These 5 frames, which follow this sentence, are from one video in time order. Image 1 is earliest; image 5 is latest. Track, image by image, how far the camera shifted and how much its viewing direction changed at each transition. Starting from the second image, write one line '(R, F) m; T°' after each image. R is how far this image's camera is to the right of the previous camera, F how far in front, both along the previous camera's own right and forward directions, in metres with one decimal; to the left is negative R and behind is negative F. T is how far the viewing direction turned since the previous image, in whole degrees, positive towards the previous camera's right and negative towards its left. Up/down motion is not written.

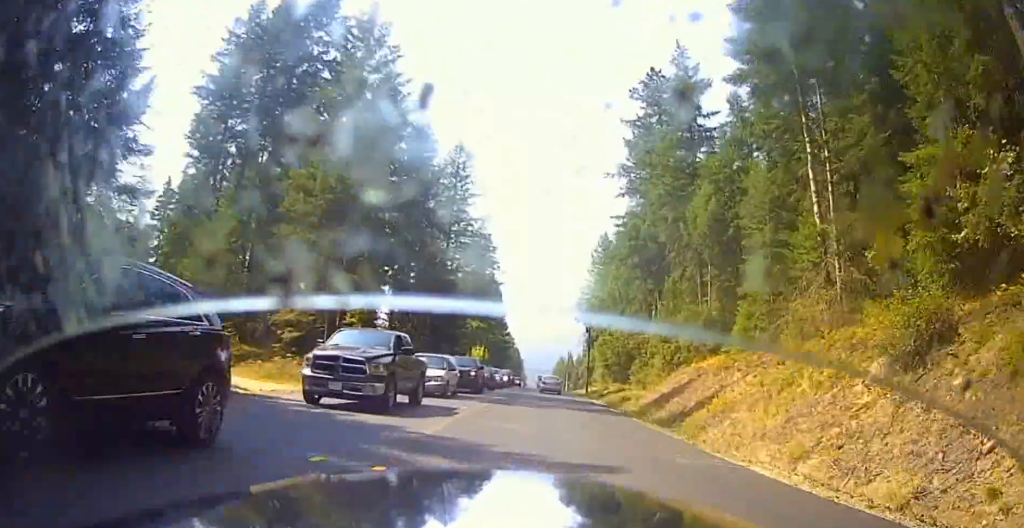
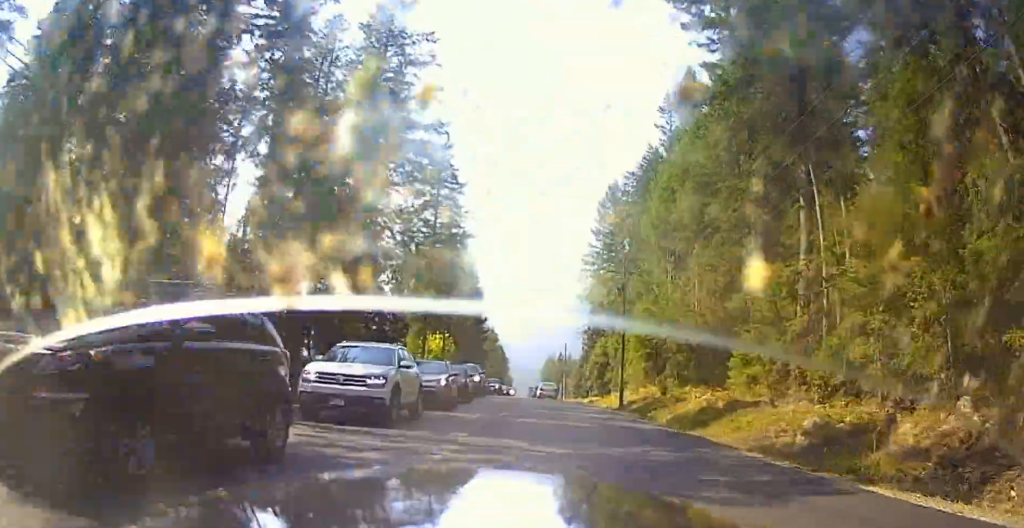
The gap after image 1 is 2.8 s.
(-0.2, +39.5) m; -4°
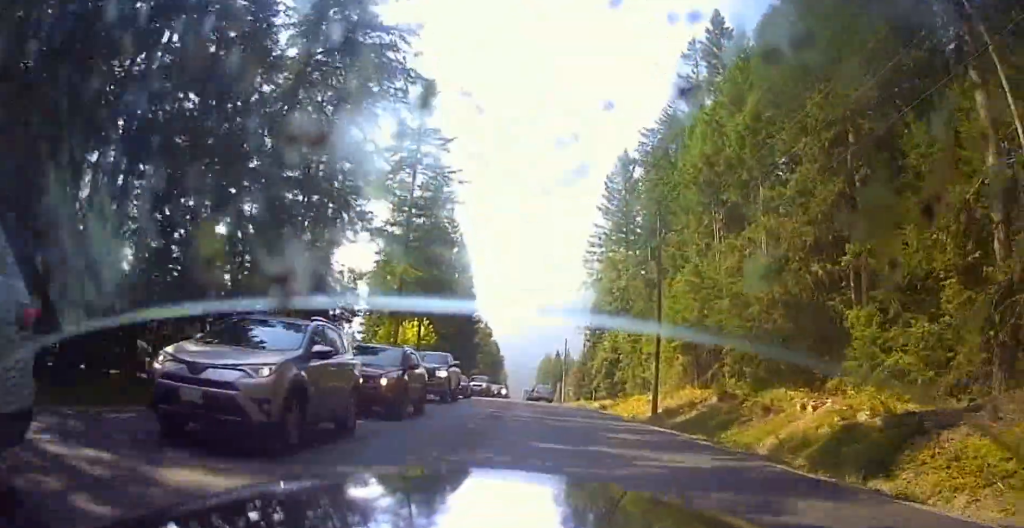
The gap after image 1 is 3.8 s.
(0.0, +14.0) m; 0°
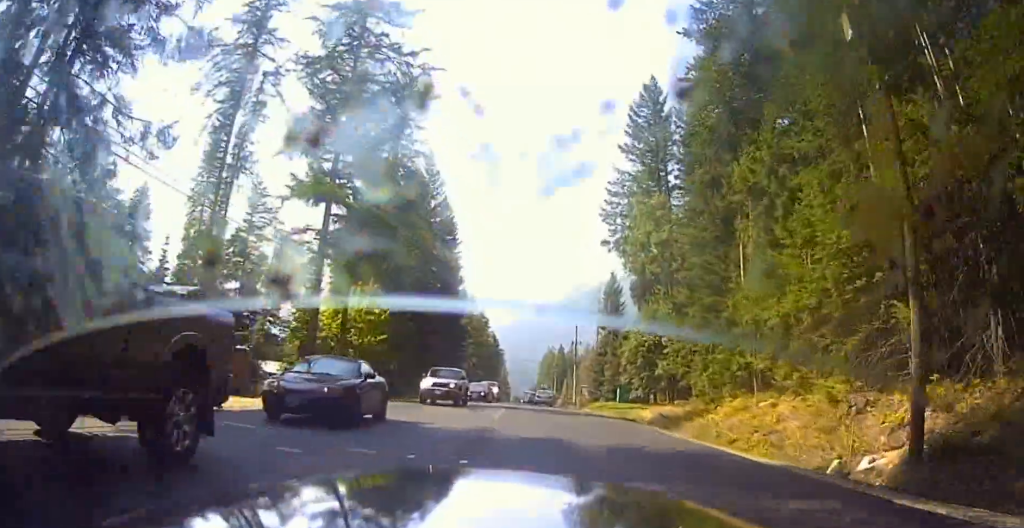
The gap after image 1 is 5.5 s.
(-0.4, +24.0) m; -3°
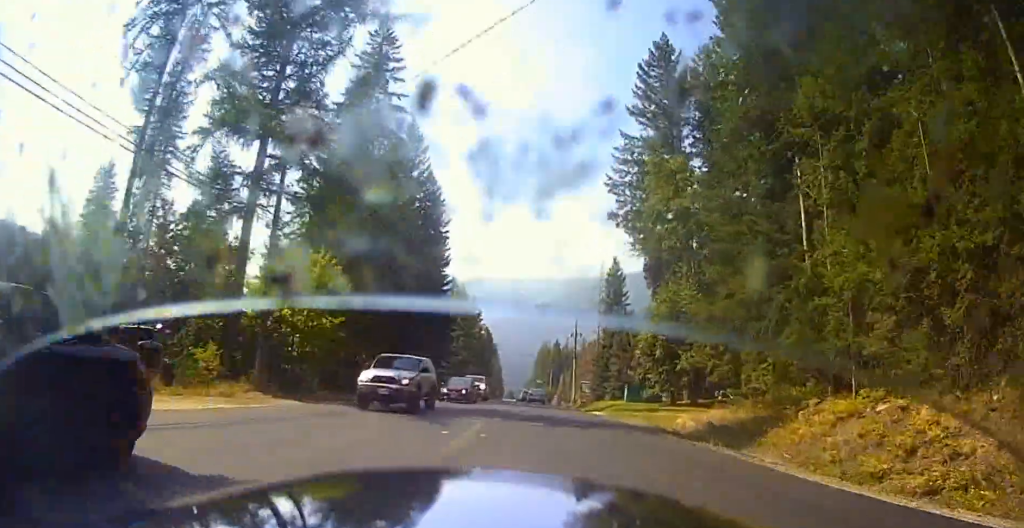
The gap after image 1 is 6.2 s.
(-0.3, +10.1) m; -2°
